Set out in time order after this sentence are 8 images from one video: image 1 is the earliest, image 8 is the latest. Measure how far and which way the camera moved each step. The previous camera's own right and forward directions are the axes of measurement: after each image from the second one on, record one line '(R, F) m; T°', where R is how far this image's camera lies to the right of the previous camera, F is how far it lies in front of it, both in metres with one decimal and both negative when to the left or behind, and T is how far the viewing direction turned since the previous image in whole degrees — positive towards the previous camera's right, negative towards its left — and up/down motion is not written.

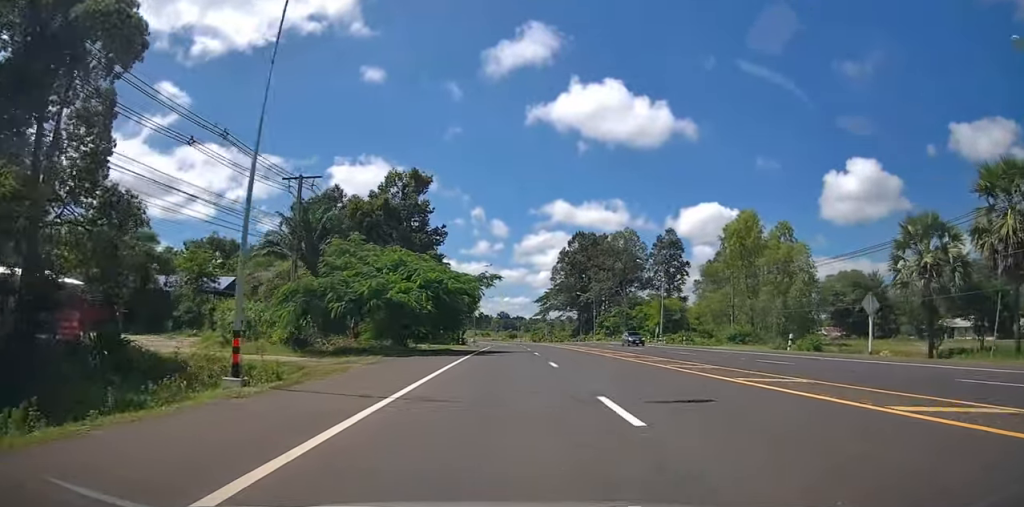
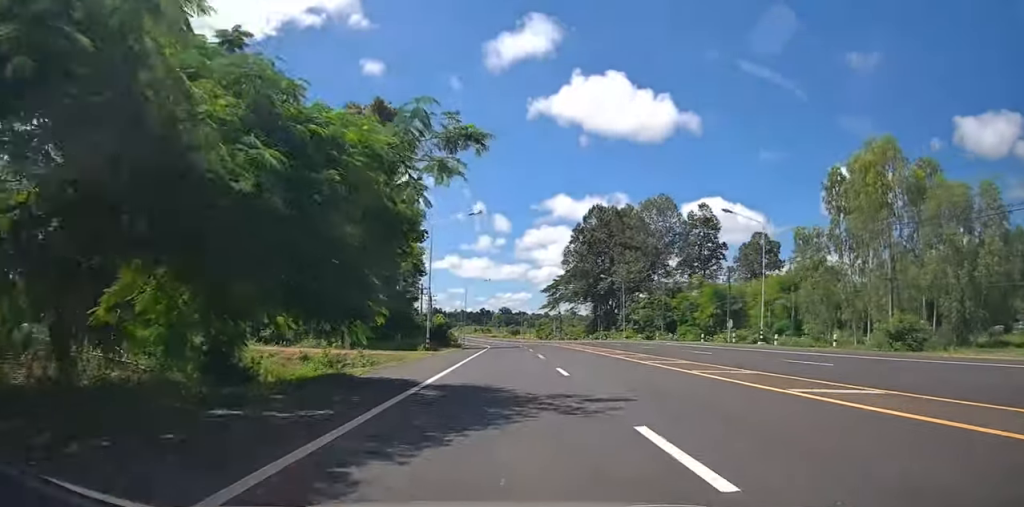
(-0.1, +26.9) m; -1°
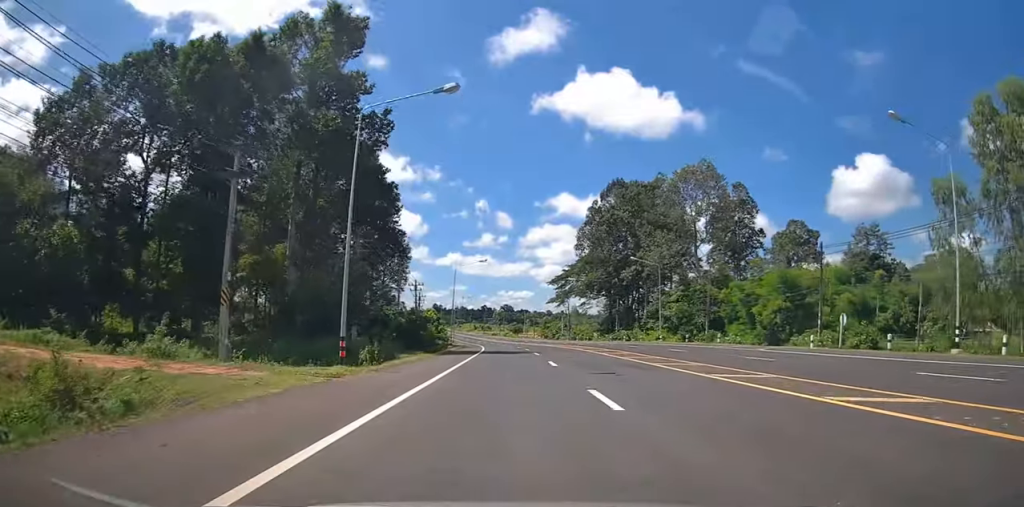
(-0.2, +19.4) m; -1°
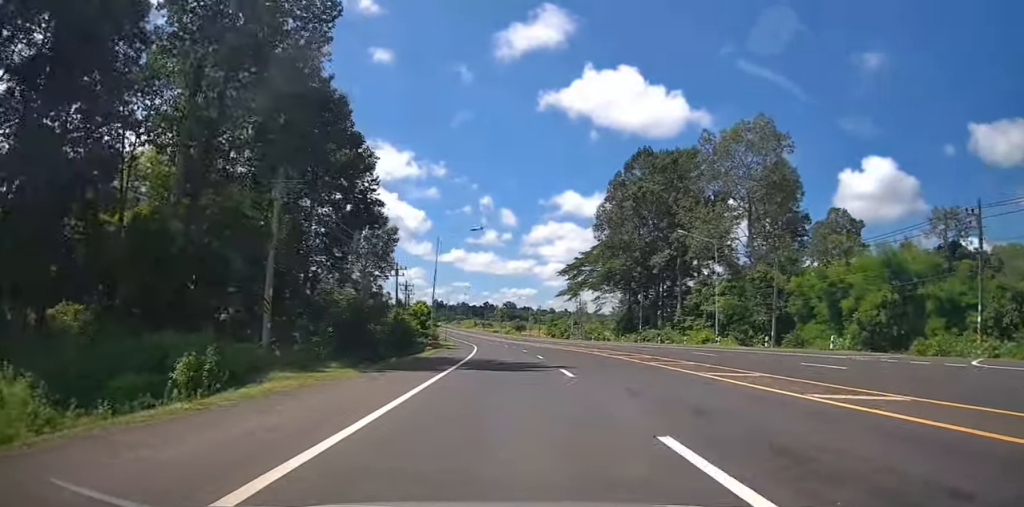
(-0.2, +17.2) m; -1°
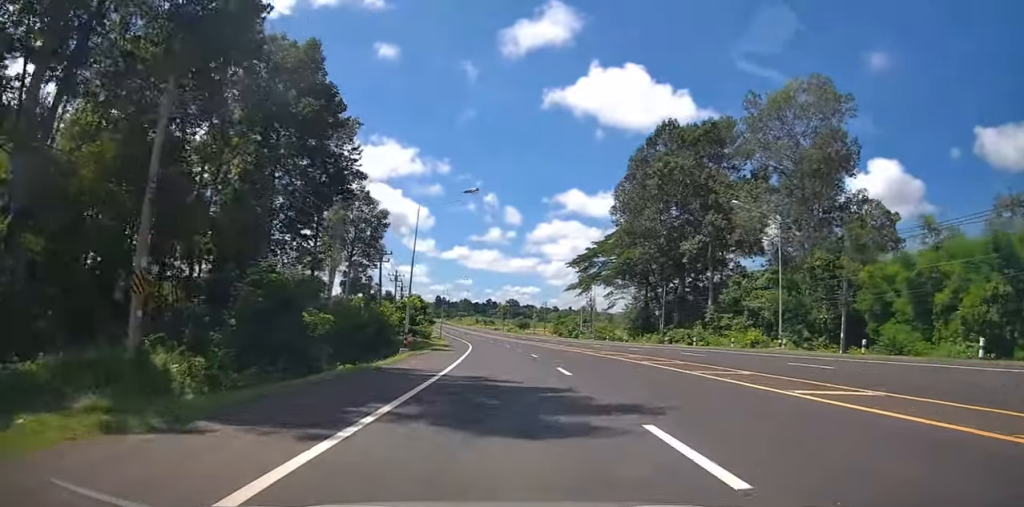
(0.0, +11.1) m; 0°
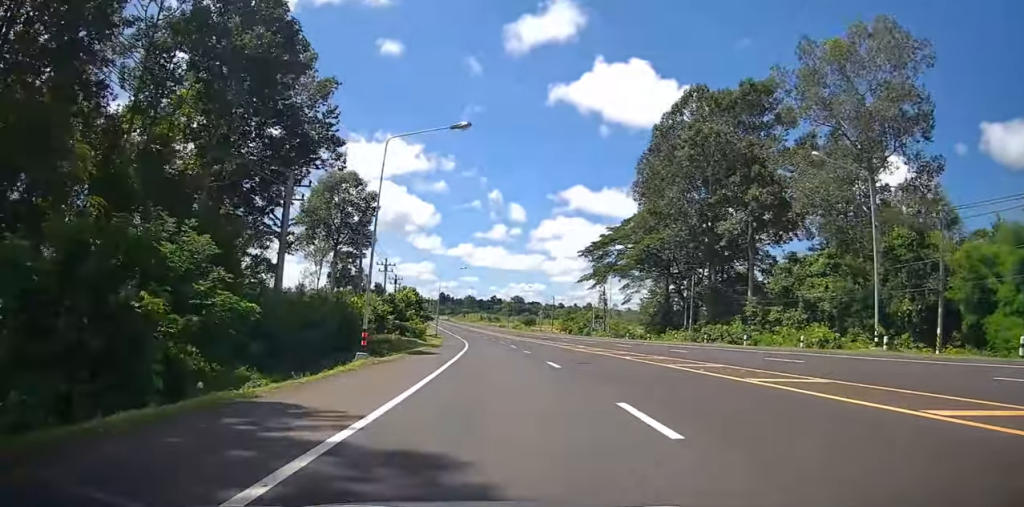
(0.0, +10.4) m; 0°
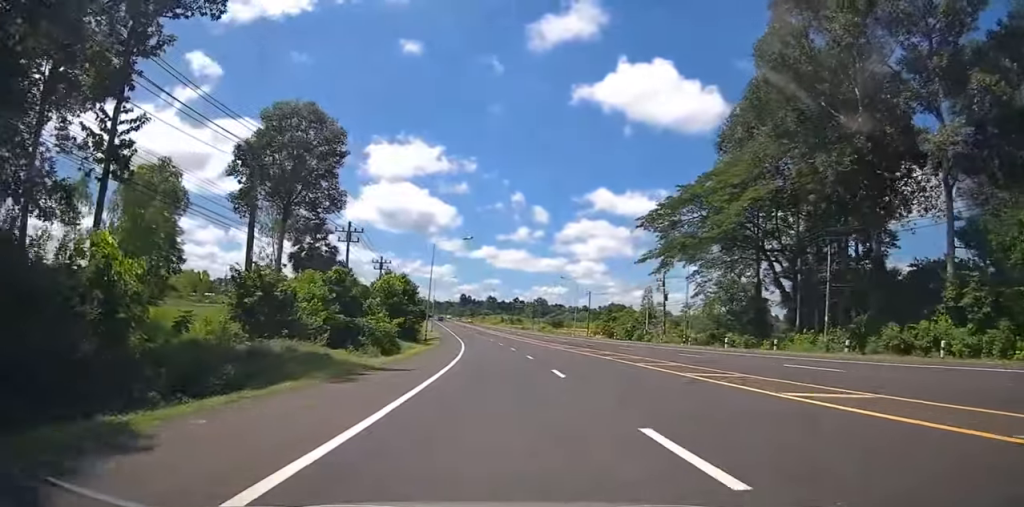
(0.0, +25.9) m; -1°
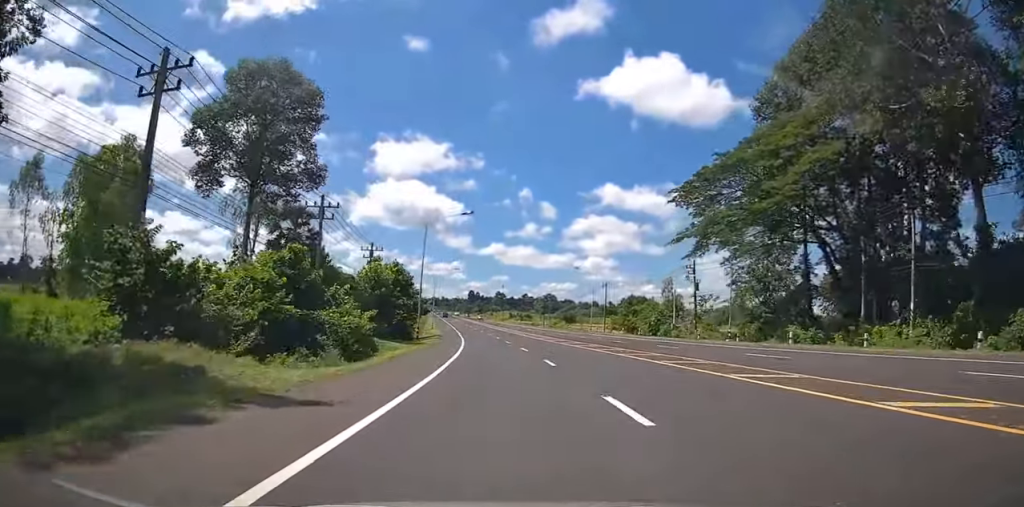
(+0.1, +9.1) m; 0°
